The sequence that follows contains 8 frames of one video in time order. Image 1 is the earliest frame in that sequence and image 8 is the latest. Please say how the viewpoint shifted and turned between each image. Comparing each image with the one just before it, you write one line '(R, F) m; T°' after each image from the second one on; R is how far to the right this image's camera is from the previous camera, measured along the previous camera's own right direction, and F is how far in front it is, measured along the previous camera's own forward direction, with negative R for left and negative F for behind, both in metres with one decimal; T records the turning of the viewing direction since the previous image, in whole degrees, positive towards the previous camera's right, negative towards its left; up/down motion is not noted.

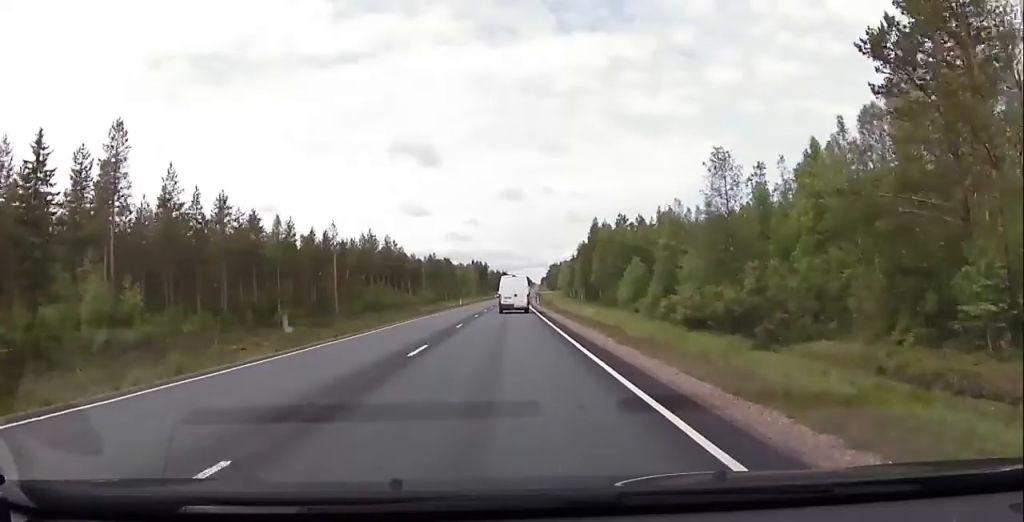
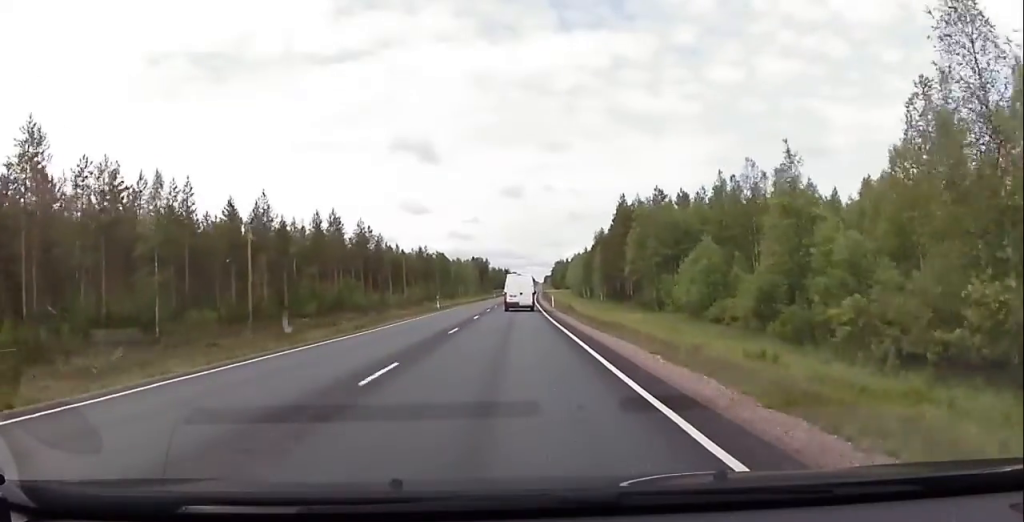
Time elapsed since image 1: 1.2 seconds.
(+0.5, +28.8) m; +2°
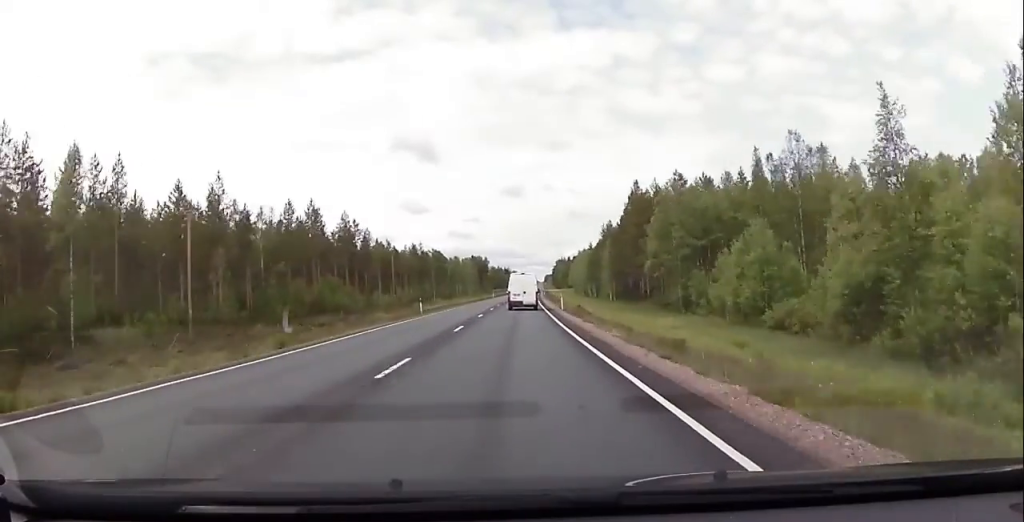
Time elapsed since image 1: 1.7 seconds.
(-0.1, +11.2) m; +1°
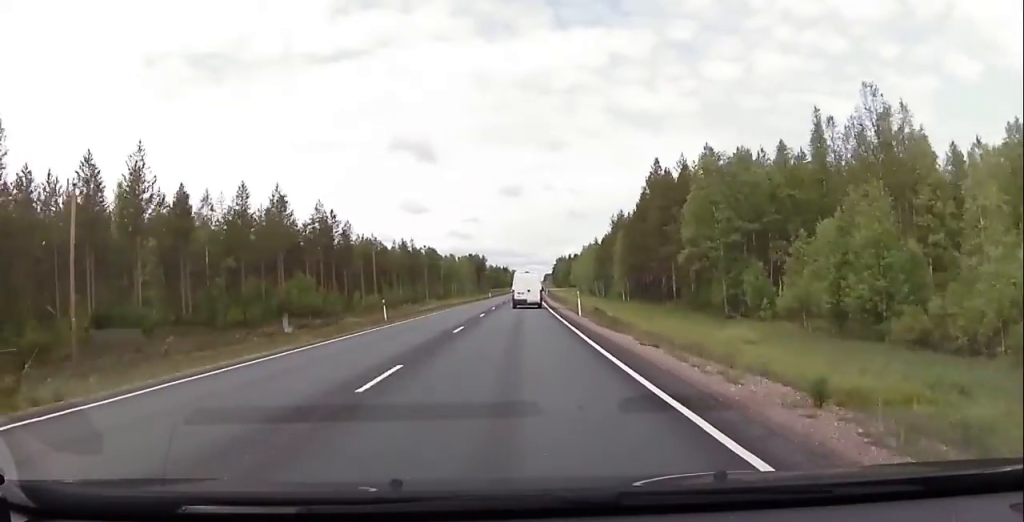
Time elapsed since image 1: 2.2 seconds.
(+0.2, +13.5) m; 0°
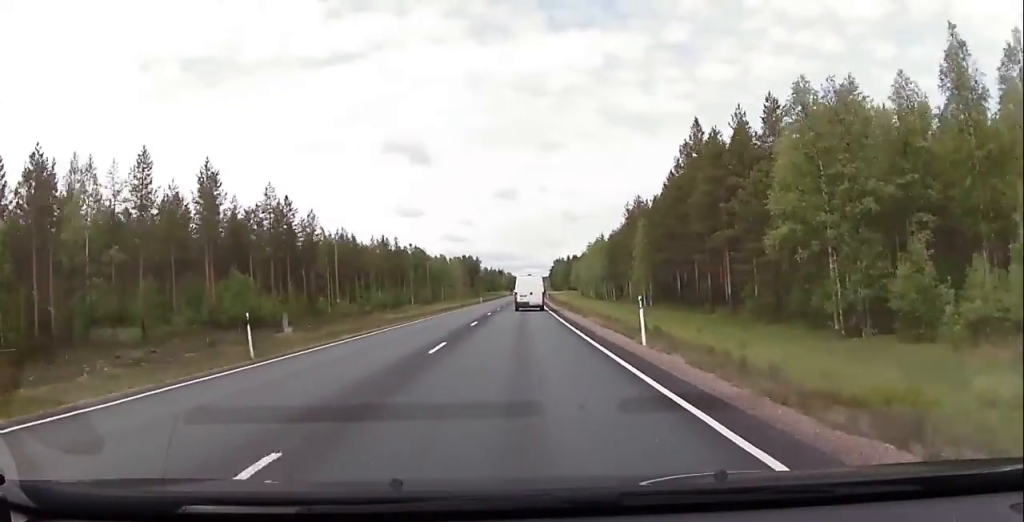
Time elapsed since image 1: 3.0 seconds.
(+0.3, +18.2) m; 0°
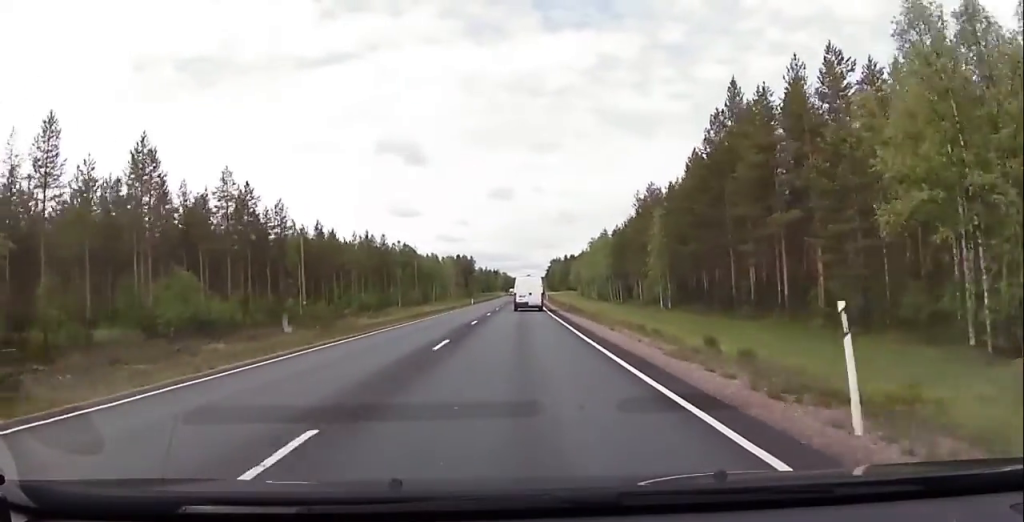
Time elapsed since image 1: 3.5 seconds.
(-0.2, +11.1) m; -1°
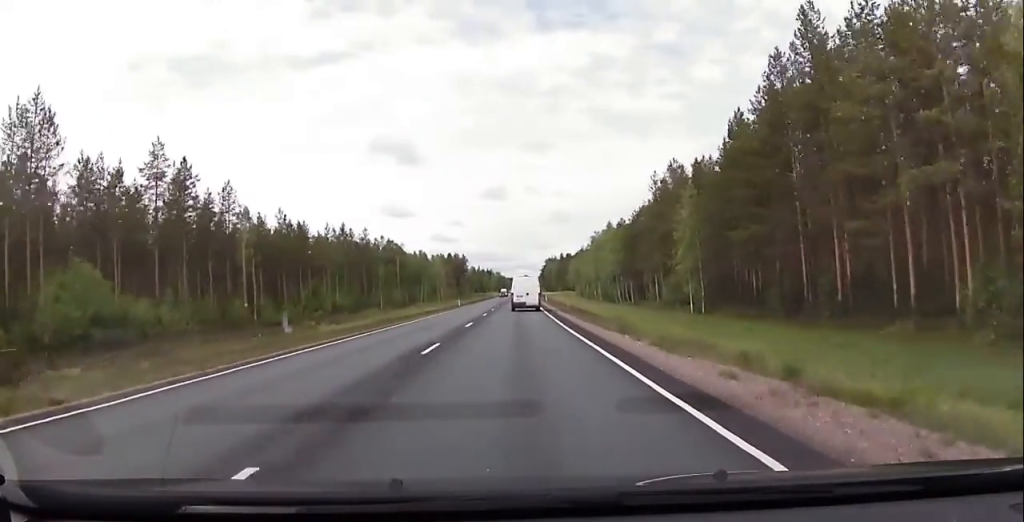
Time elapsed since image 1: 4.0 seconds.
(-0.1, +13.4) m; 0°
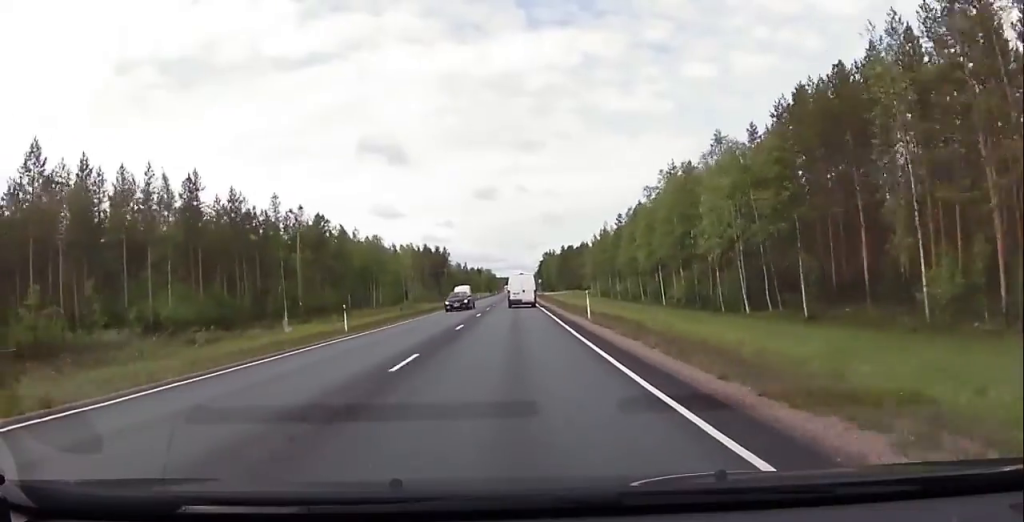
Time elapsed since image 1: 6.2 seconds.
(+0.9, +50.8) m; +1°
